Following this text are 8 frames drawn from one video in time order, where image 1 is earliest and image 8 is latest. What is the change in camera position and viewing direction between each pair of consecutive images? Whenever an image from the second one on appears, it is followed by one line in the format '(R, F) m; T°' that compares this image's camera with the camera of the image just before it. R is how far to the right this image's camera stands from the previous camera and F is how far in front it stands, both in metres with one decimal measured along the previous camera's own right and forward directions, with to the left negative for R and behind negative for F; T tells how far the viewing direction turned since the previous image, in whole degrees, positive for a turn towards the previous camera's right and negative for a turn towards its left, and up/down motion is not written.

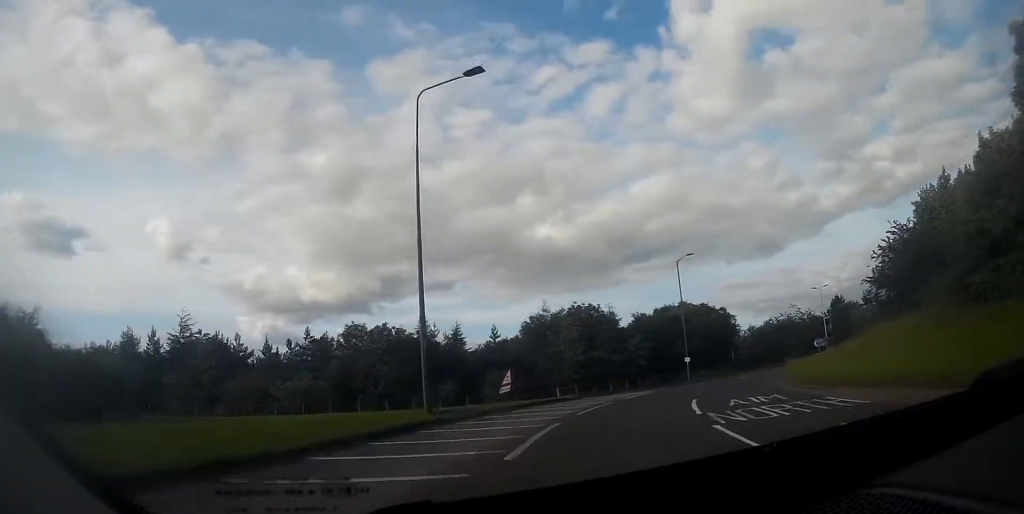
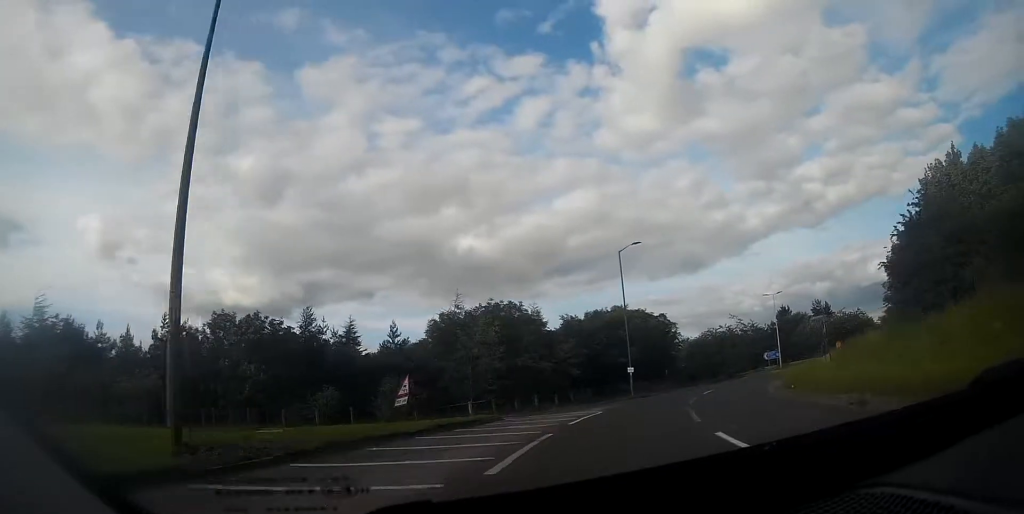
(+0.7, +9.5) m; +7°
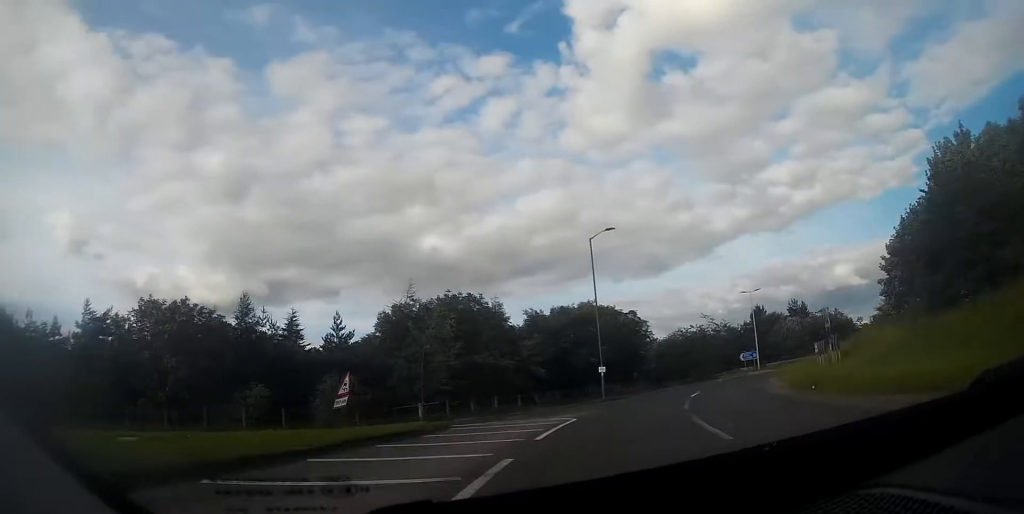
(+0.1, +4.4) m; +3°
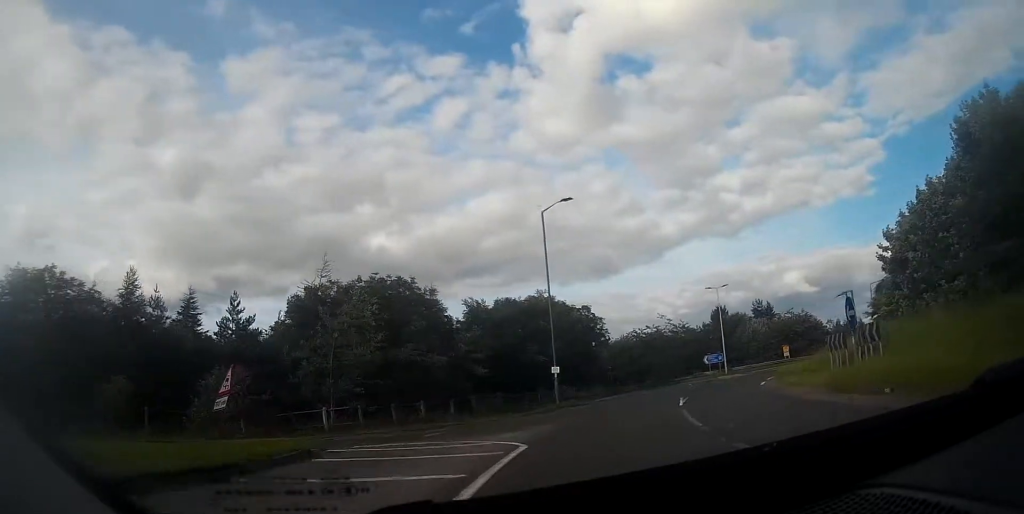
(+0.3, +6.8) m; +5°
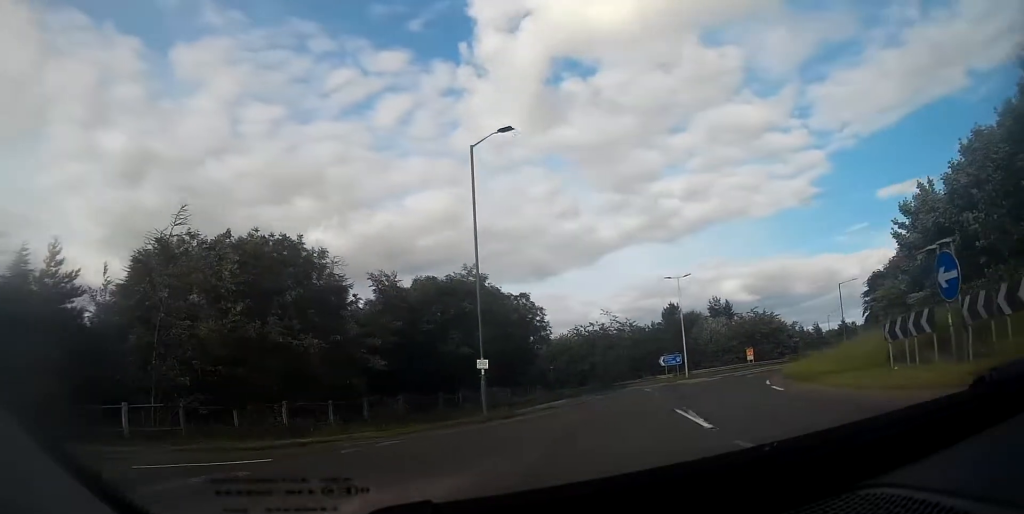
(+0.6, +9.0) m; +8°
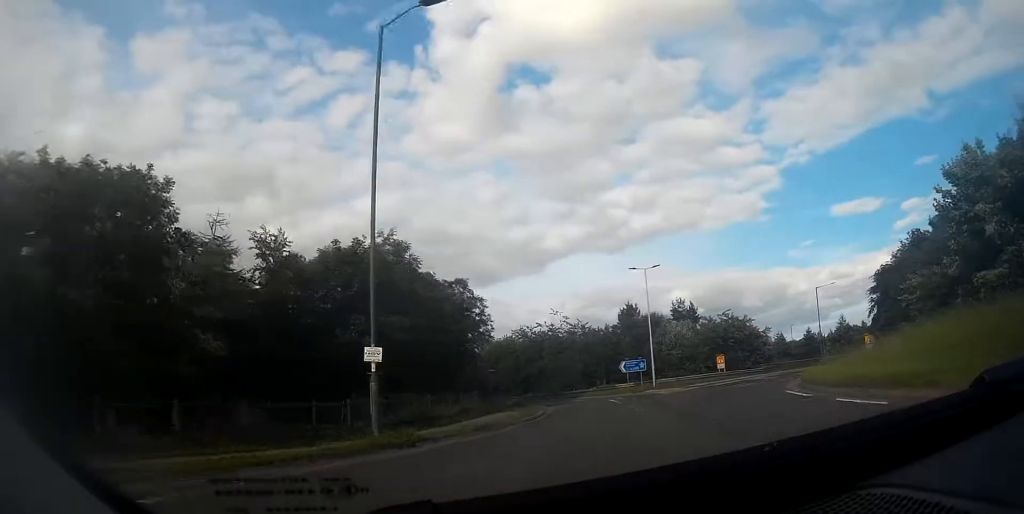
(+0.6, +8.6) m; +5°
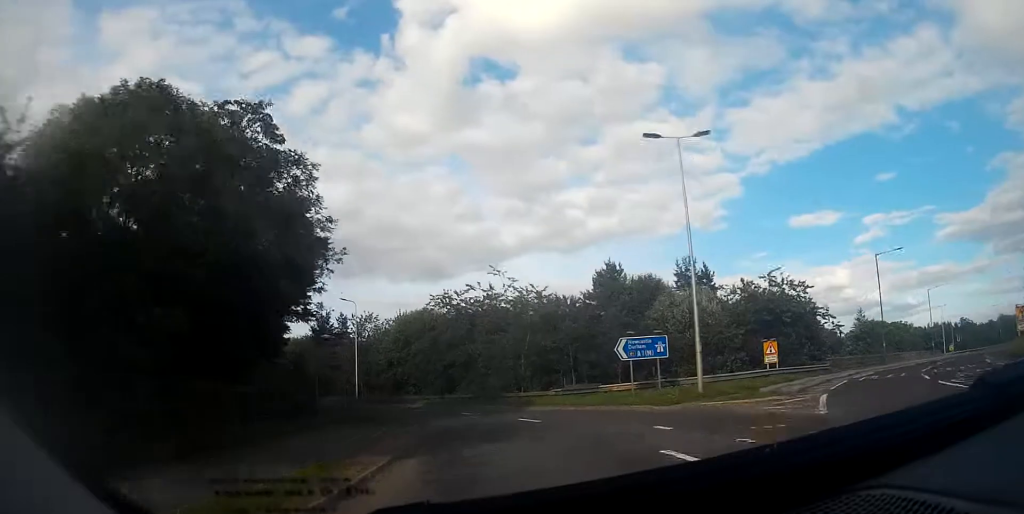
(+3.1, +25.4) m; +12°
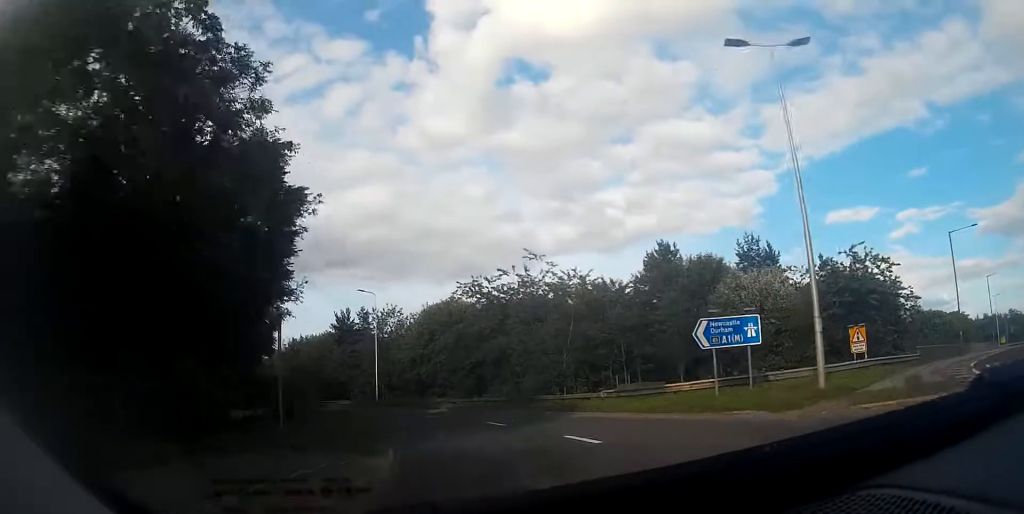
(0.0, +6.2) m; 0°
